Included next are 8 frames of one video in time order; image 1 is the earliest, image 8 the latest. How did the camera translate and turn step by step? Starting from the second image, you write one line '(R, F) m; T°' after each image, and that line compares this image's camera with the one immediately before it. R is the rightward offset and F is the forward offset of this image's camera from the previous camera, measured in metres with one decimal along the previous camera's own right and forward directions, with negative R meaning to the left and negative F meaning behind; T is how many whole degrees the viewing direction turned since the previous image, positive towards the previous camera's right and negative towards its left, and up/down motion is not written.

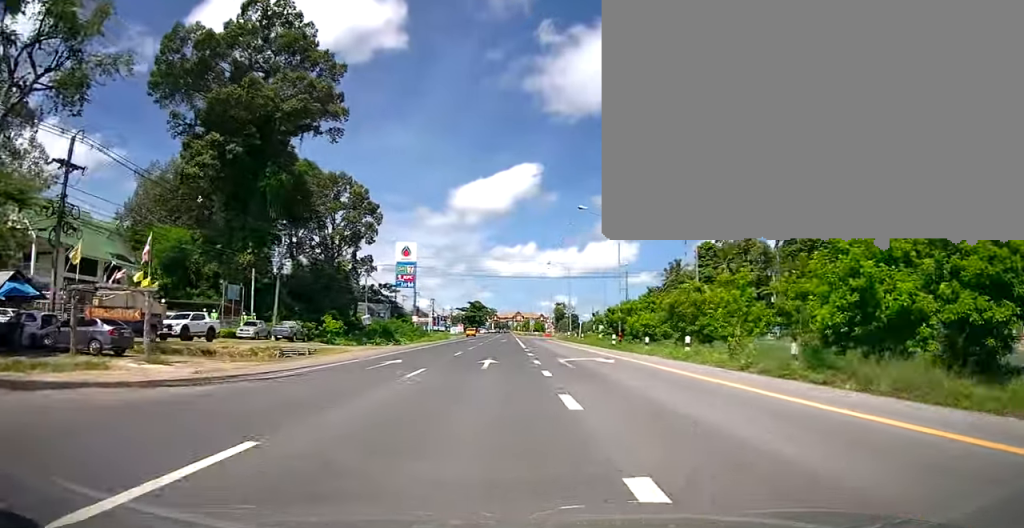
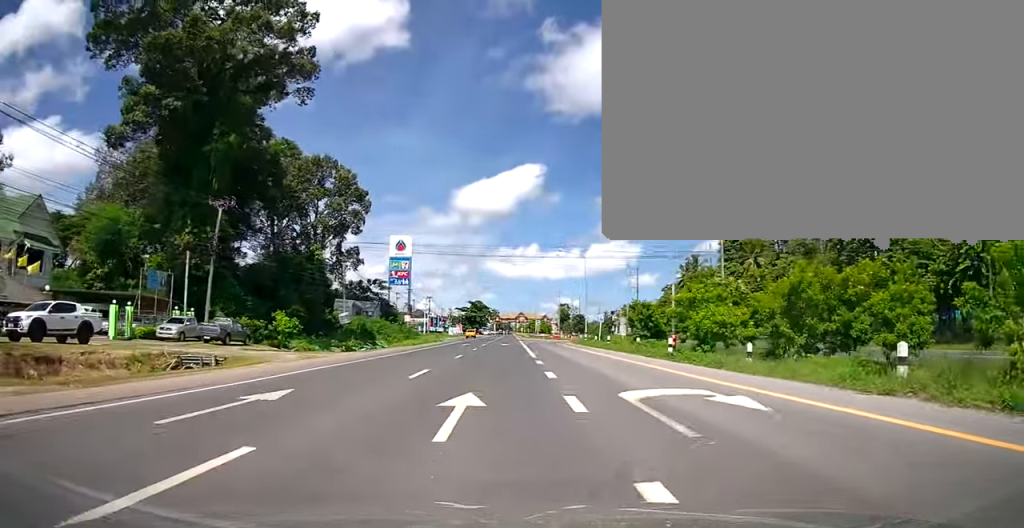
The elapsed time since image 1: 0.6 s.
(0.0, +12.1) m; -1°
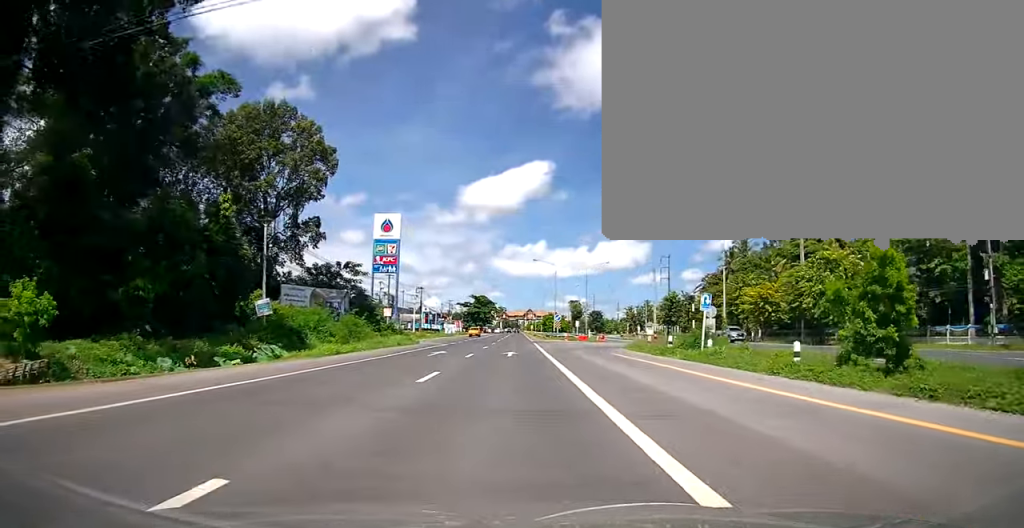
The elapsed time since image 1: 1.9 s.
(-0.3, +25.5) m; 0°
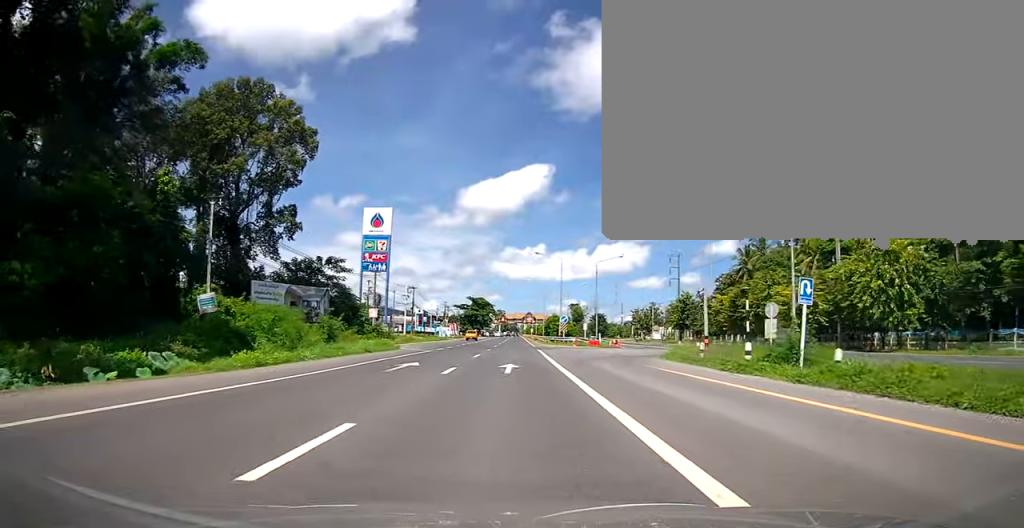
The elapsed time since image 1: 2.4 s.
(0.0, +8.8) m; 0°
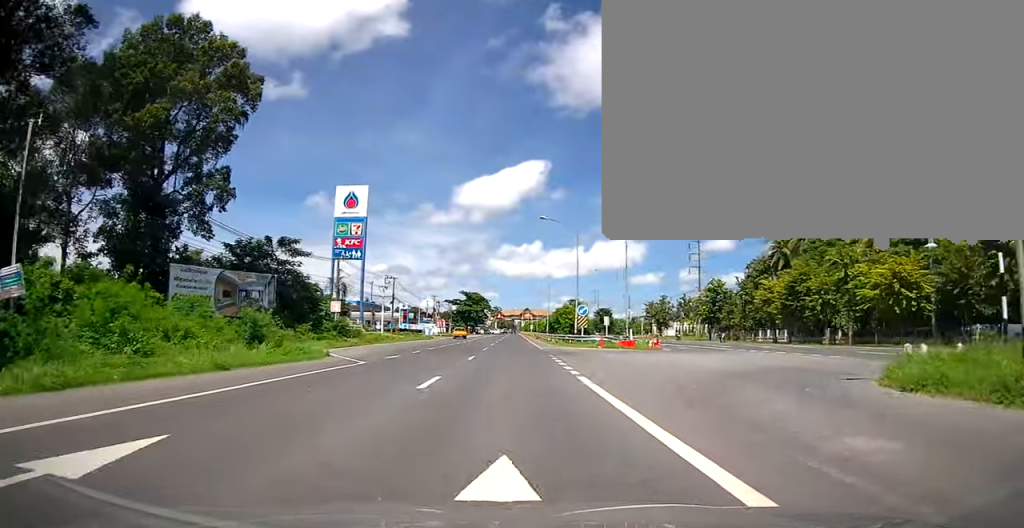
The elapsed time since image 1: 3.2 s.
(+0.1, +16.6) m; 0°
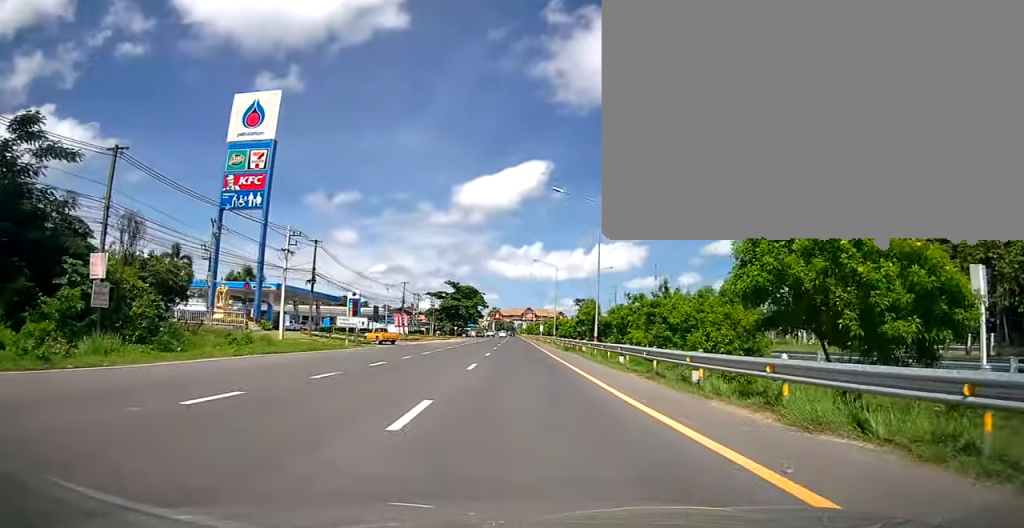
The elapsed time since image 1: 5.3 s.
(-0.5, +41.0) m; -1°
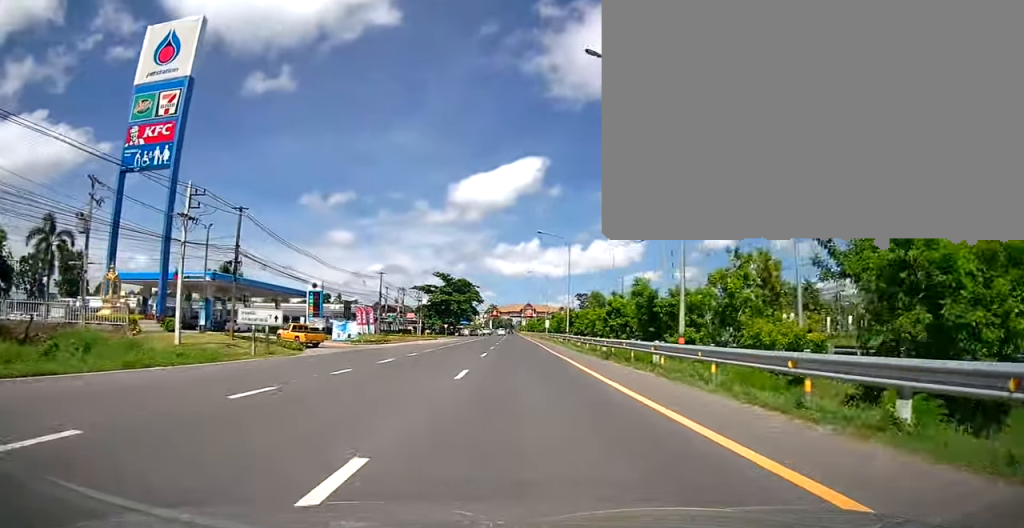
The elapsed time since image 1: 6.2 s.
(0.0, +16.7) m; 0°
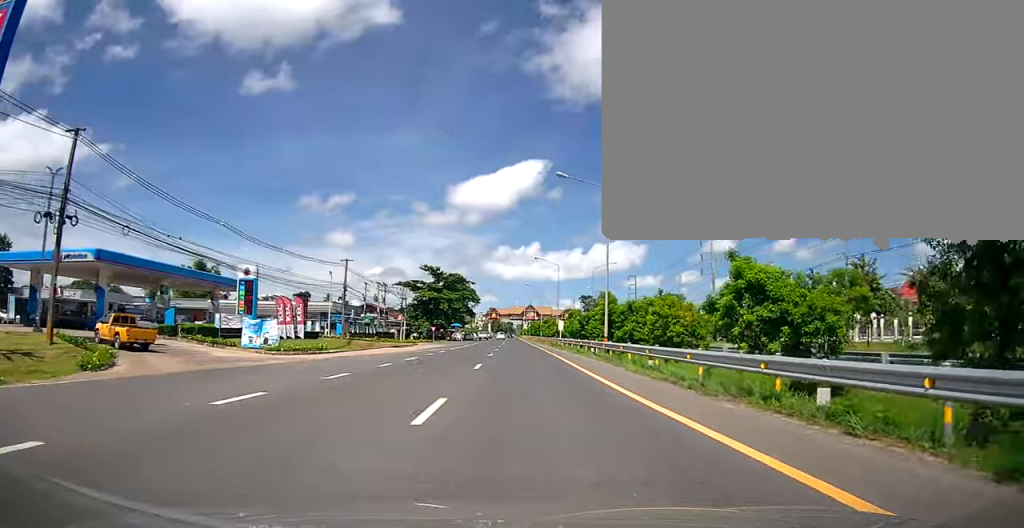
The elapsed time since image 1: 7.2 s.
(+0.2, +18.8) m; 0°
